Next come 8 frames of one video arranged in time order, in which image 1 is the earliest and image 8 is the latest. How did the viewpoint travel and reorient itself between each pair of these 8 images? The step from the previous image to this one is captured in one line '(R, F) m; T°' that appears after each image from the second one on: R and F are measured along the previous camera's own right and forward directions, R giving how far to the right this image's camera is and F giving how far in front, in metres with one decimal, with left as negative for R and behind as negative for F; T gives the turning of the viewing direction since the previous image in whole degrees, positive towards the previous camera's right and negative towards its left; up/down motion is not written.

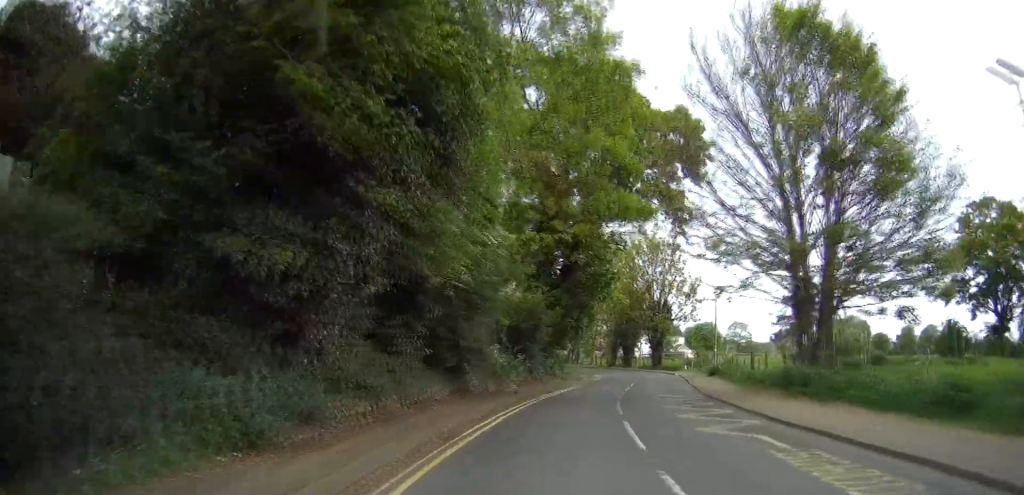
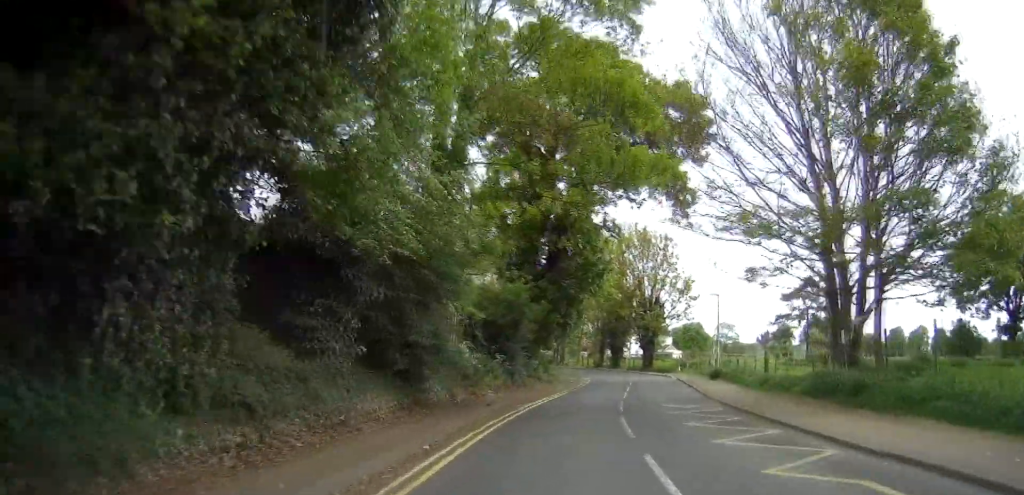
(0.0, +4.4) m; +1°
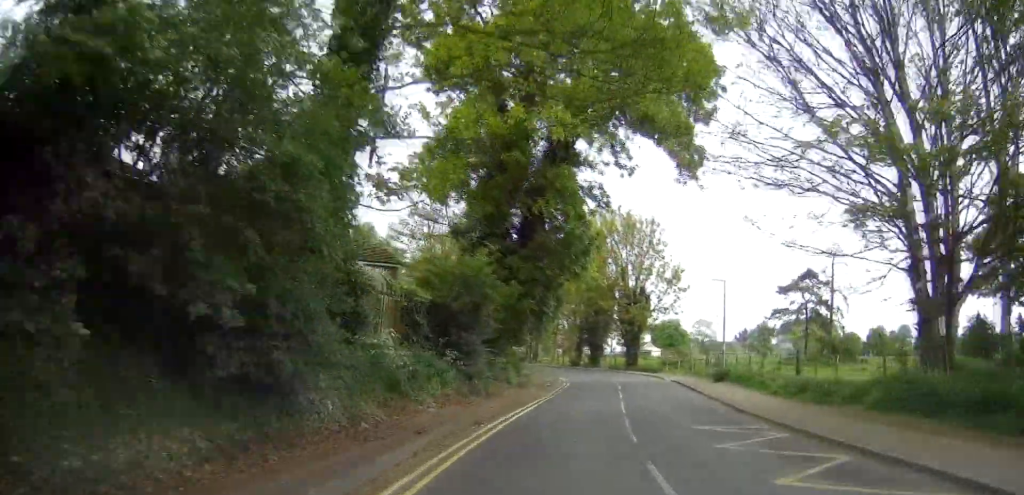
(0.0, +6.3) m; +2°
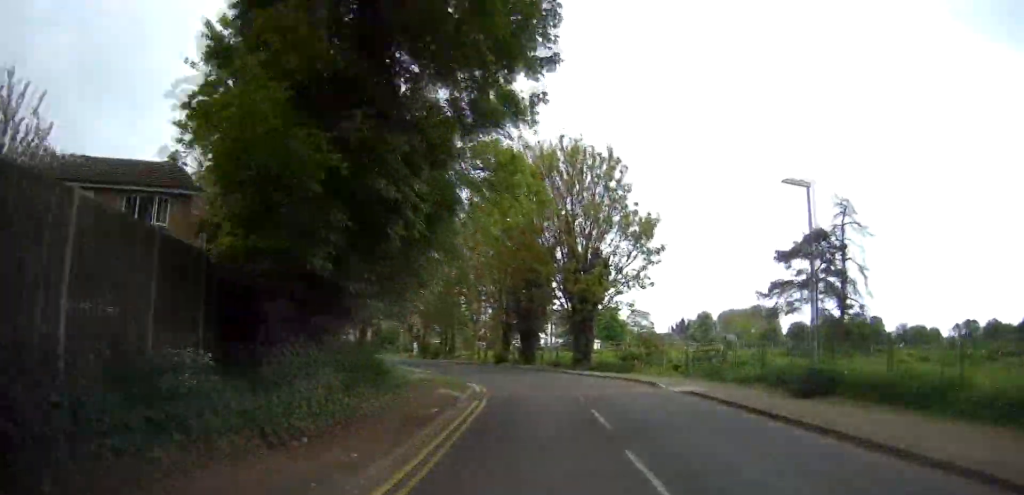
(+1.3, +16.3) m; +7°
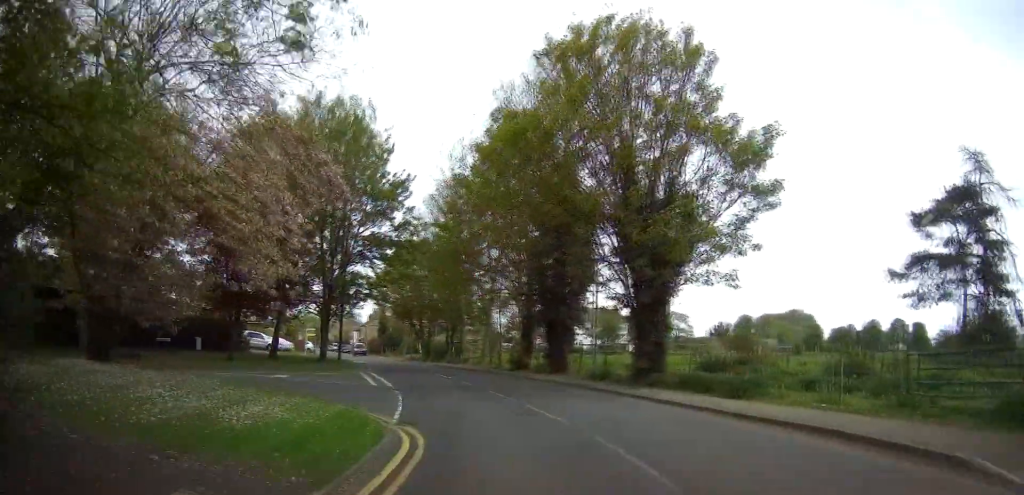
(-0.6, +16.2) m; -5°
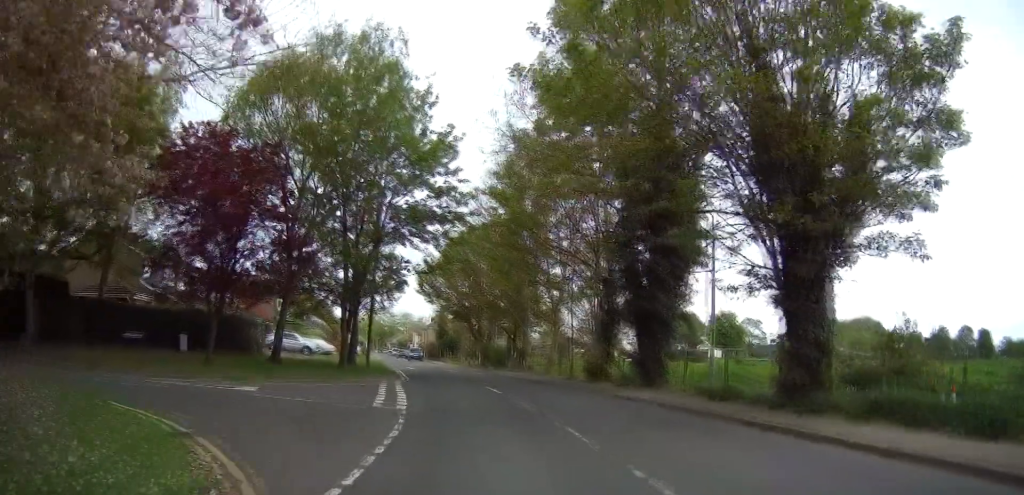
(-0.2, +8.5) m; -2°
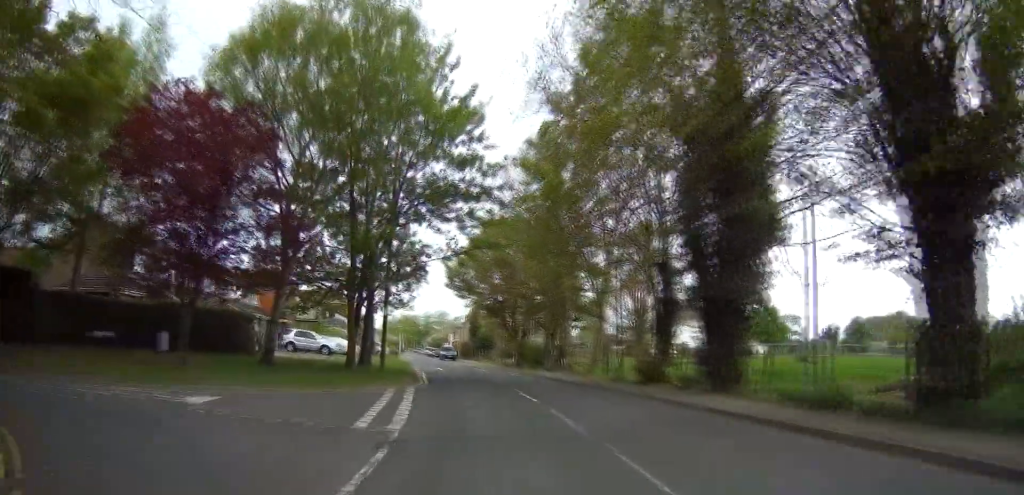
(0.0, +4.6) m; 0°
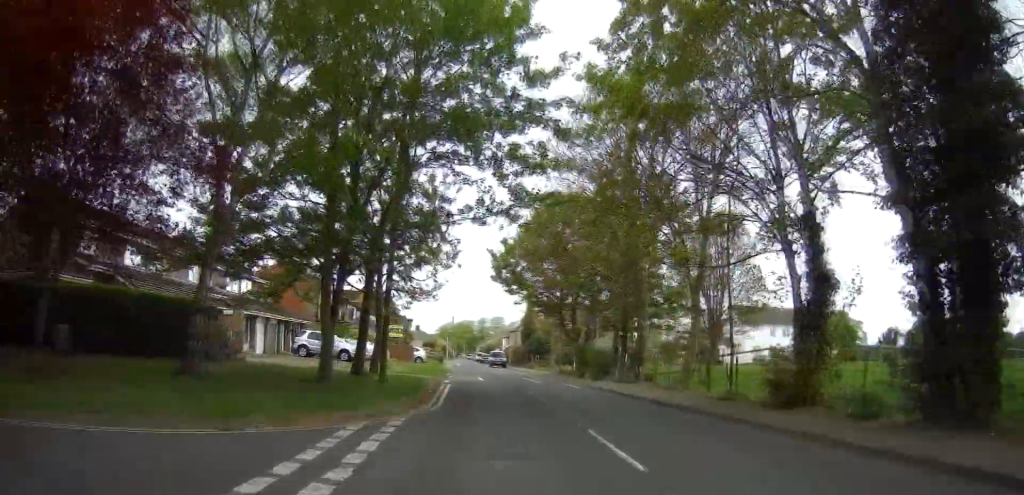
(0.0, +9.1) m; -3°
